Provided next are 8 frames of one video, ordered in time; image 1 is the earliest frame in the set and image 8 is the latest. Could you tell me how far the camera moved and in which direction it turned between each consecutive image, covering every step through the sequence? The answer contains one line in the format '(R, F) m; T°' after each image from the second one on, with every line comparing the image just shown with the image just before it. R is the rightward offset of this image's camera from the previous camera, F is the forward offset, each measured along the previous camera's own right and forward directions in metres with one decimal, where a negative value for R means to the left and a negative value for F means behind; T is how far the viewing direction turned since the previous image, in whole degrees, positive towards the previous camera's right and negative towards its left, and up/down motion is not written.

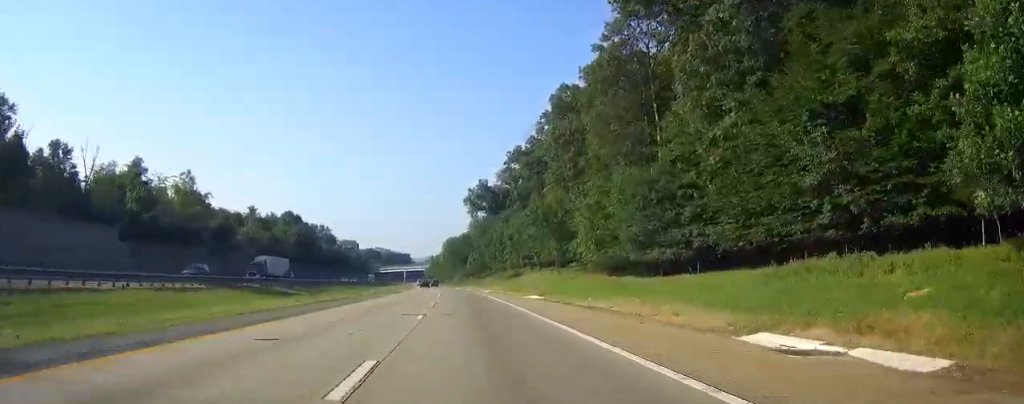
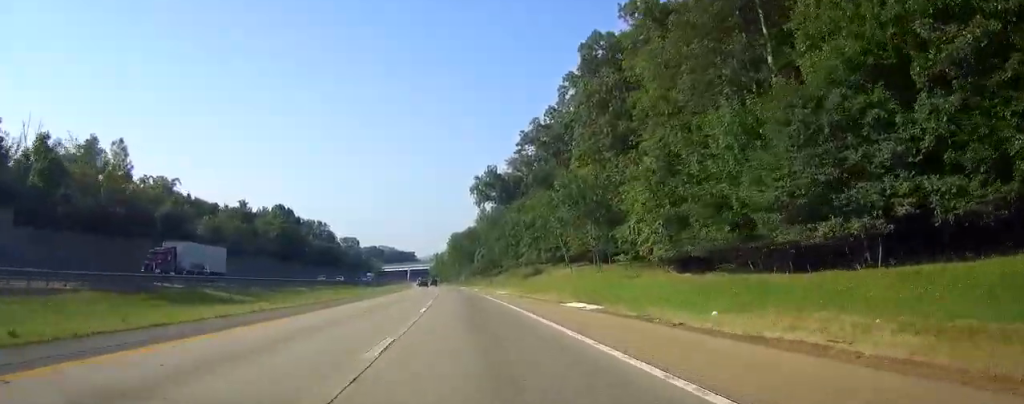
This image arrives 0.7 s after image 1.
(-0.1, +21.1) m; 0°
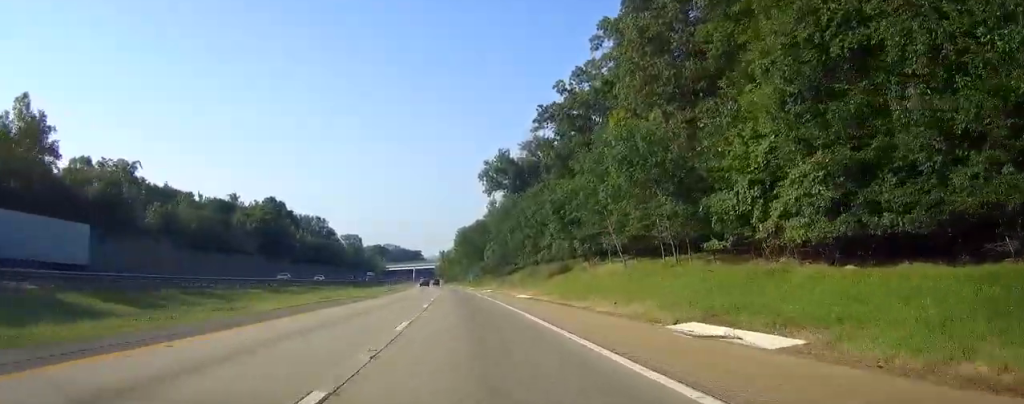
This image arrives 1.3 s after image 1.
(0.0, +20.0) m; 0°
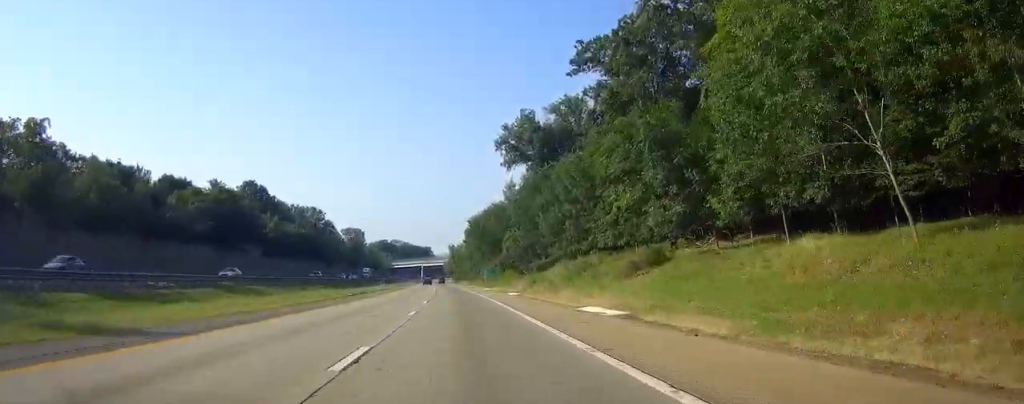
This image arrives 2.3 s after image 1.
(-0.1, +31.8) m; -1°
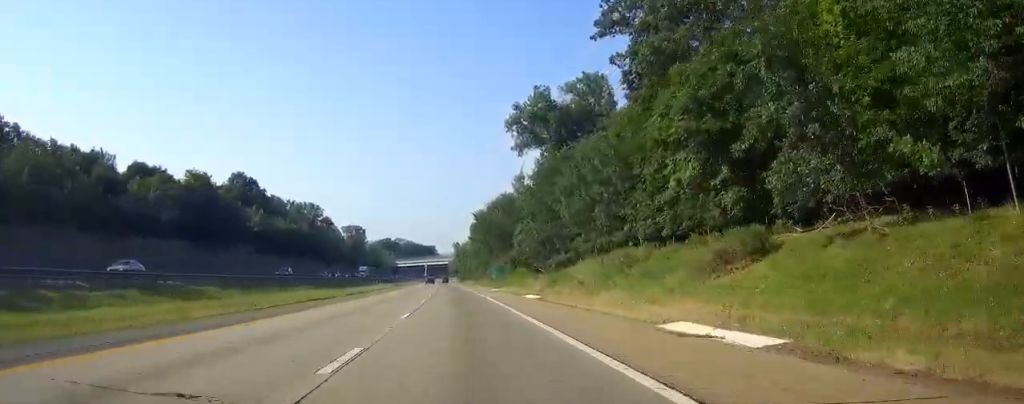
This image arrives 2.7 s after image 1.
(0.0, +13.9) m; -1°
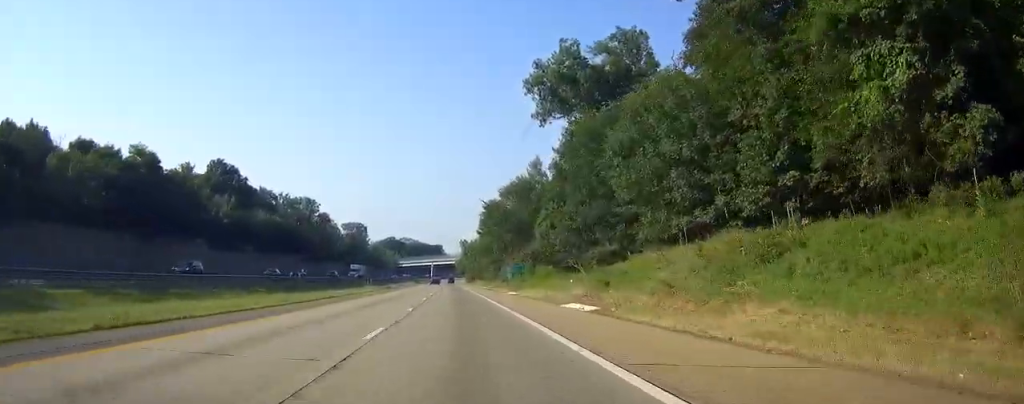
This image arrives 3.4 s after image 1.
(0.0, +20.3) m; -1°
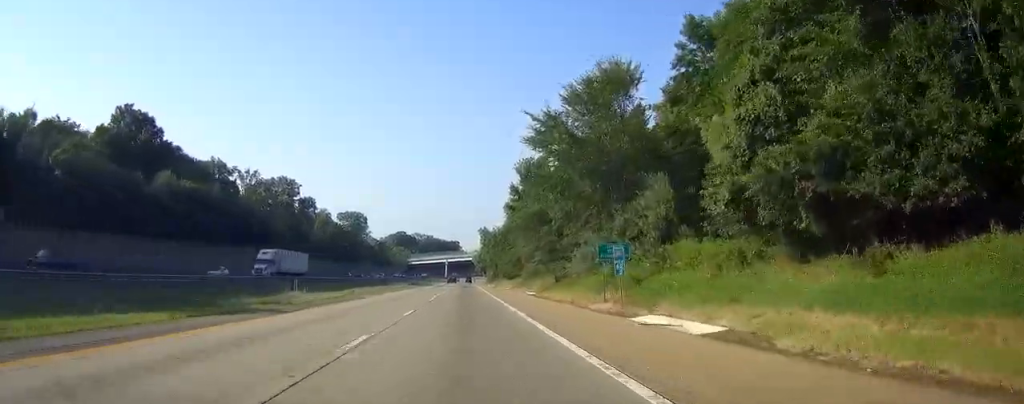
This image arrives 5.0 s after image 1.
(-1.1, +52.5) m; -2°
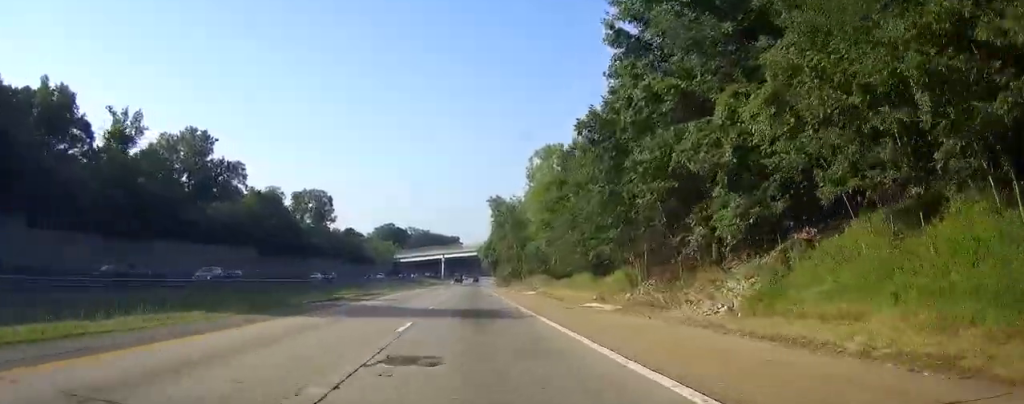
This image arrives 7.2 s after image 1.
(-1.2, +69.9) m; -2°
